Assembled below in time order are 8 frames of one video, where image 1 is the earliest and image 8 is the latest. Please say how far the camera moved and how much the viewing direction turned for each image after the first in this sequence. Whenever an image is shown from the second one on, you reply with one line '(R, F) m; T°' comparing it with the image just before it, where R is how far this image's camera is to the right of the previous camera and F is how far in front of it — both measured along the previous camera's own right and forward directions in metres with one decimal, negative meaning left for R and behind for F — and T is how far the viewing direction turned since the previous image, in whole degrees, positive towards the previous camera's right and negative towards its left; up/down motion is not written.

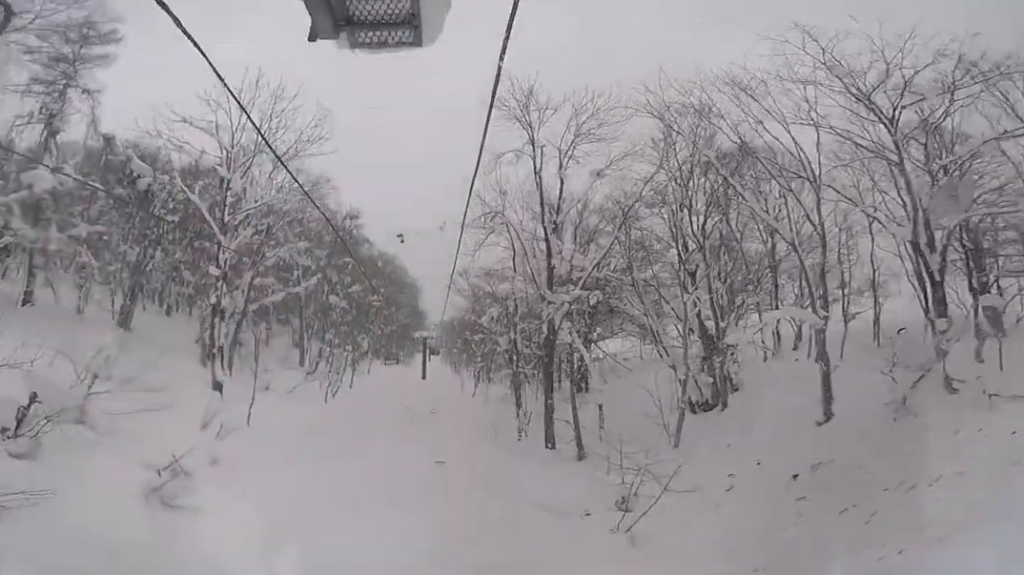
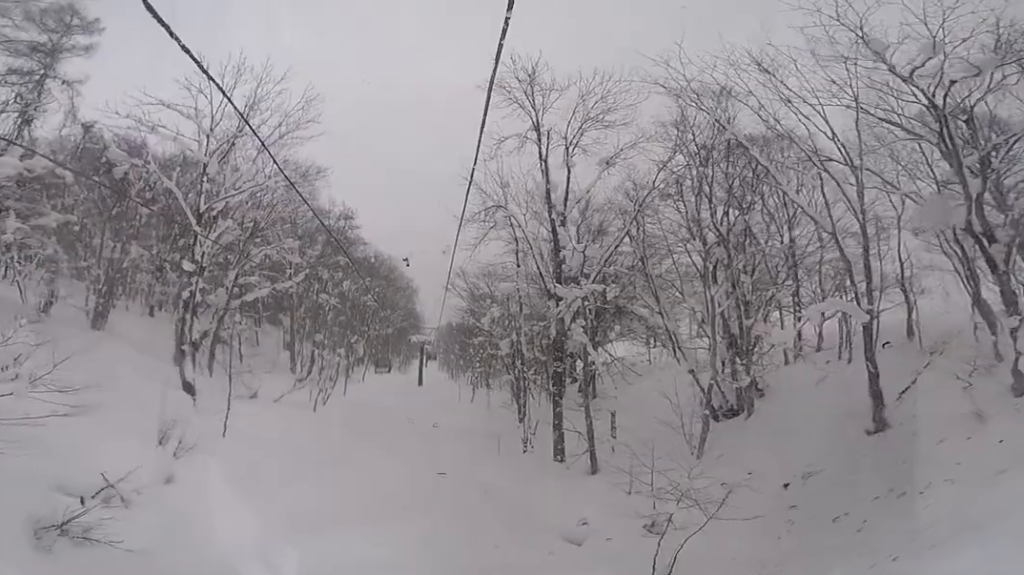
(+0.7, +2.8) m; +6°
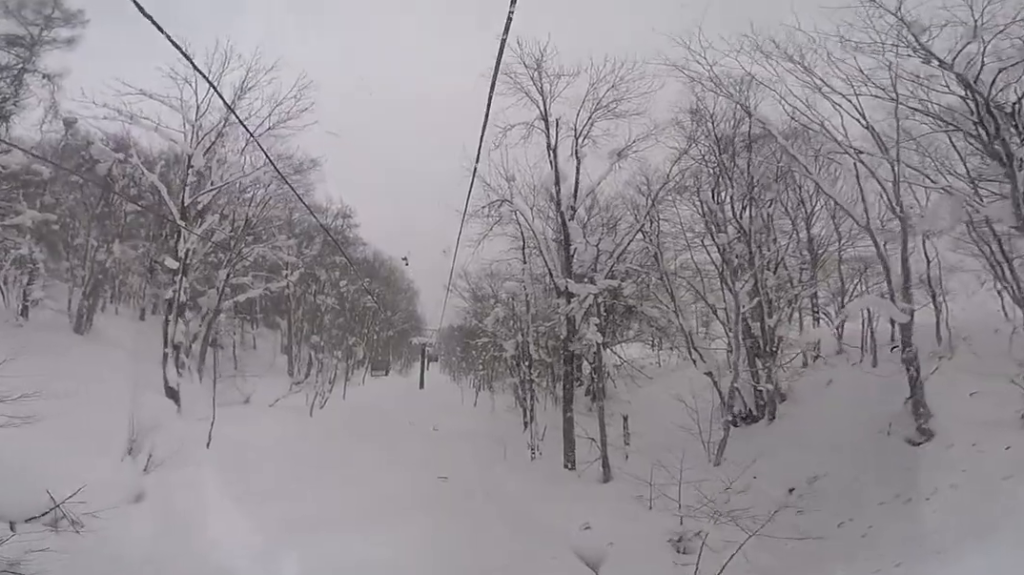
(+0.3, +1.8) m; +4°
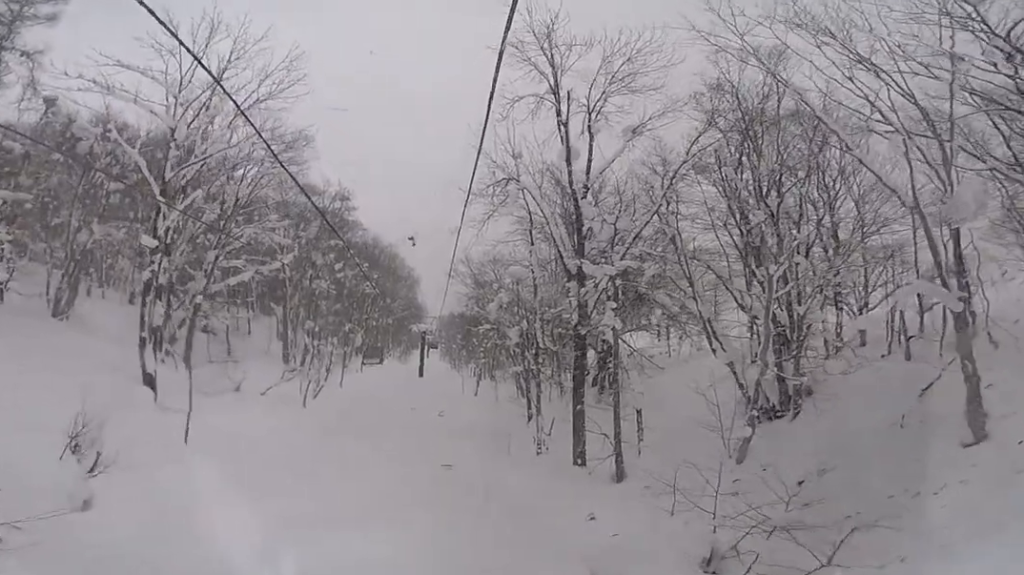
(-0.2, +1.9) m; -4°
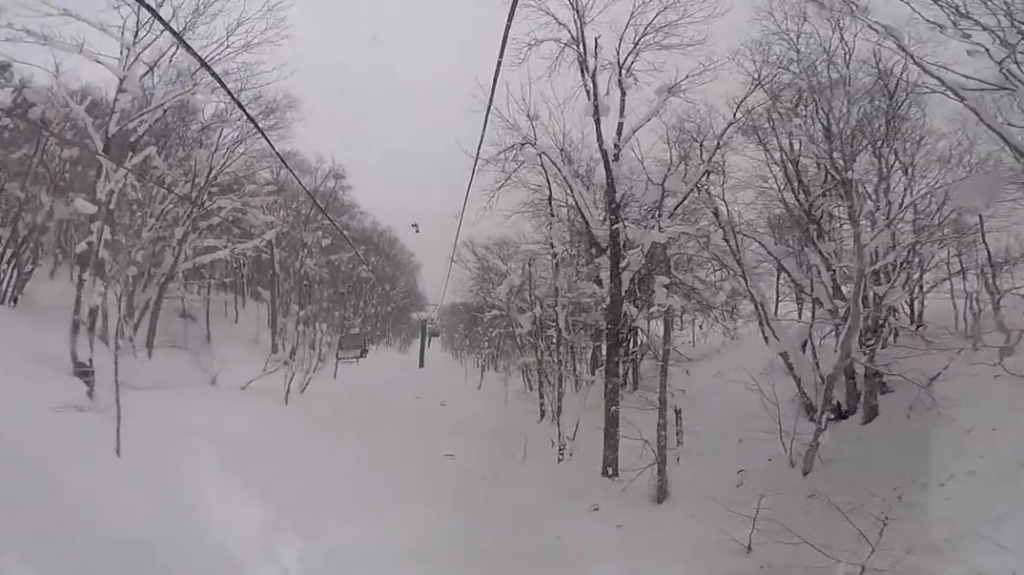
(-0.3, +4.1) m; -5°
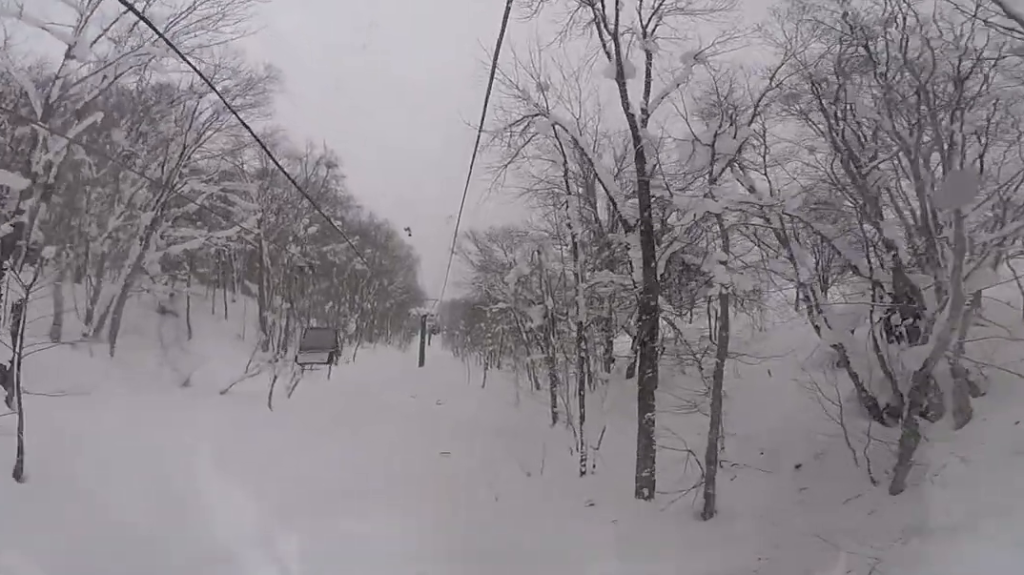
(-0.1, +3.0) m; -1°
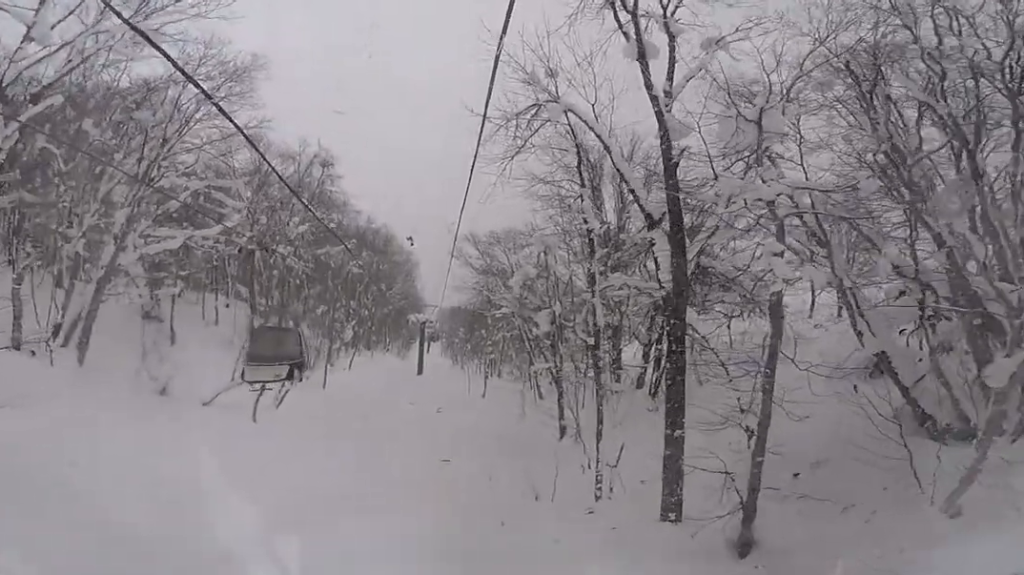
(0.0, +1.9) m; 0°
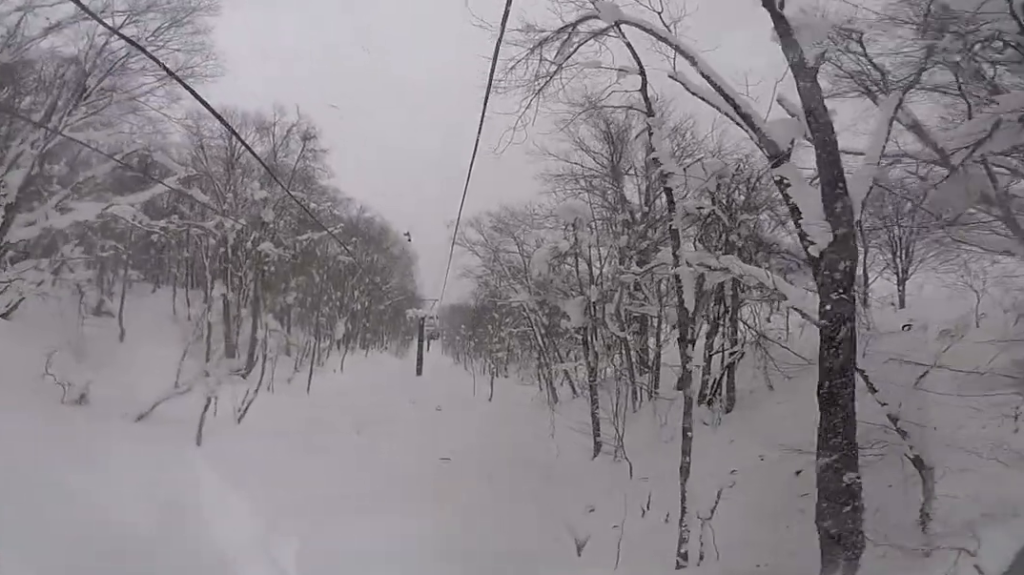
(0.0, +5.6) m; 0°
